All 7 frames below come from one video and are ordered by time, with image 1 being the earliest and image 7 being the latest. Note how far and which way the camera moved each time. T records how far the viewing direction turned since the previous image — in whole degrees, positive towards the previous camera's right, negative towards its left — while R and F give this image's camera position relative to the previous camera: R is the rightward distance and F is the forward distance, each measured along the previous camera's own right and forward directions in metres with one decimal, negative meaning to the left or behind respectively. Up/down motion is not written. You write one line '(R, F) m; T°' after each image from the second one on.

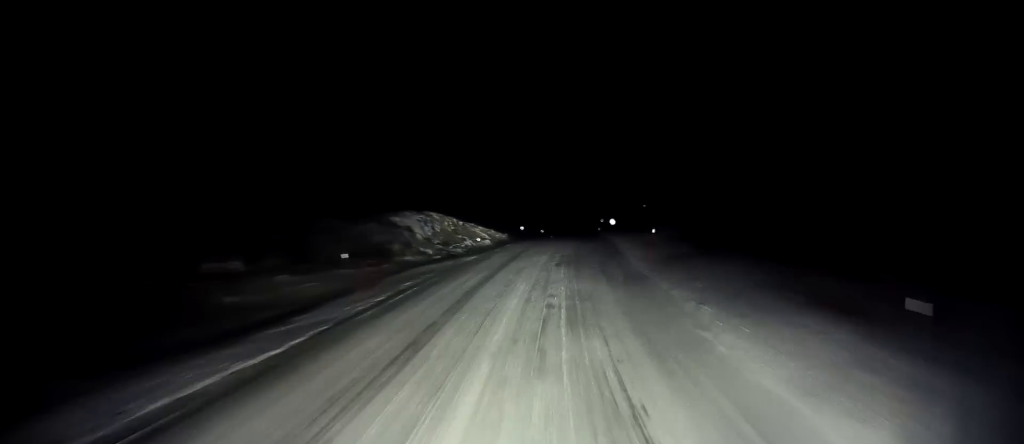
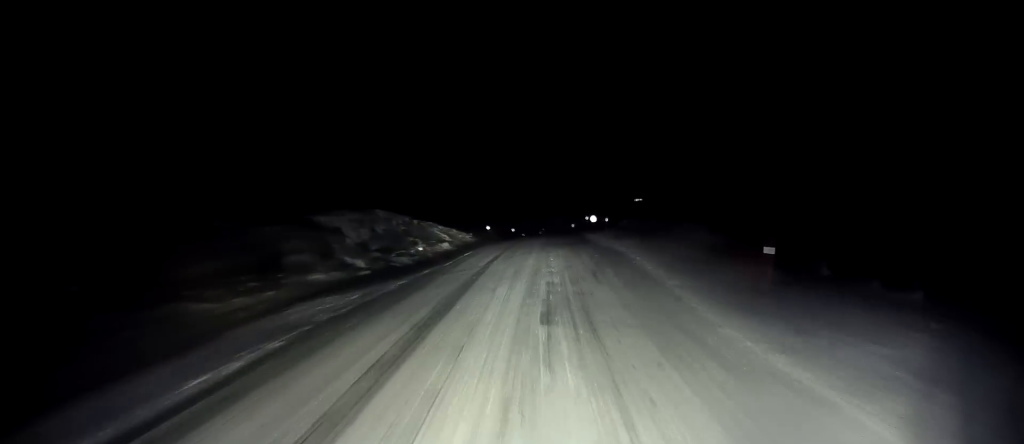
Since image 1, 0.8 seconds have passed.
(+0.4, +12.5) m; +3°
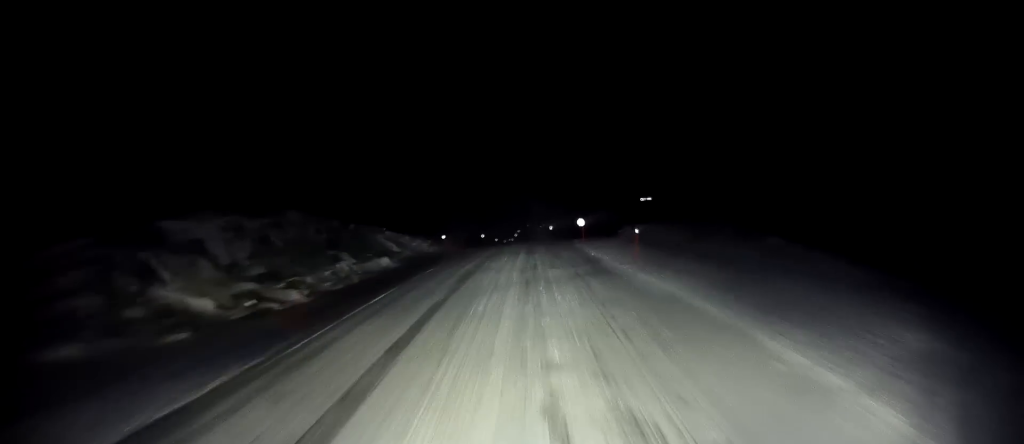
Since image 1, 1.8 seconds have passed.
(+0.4, +15.7) m; +2°
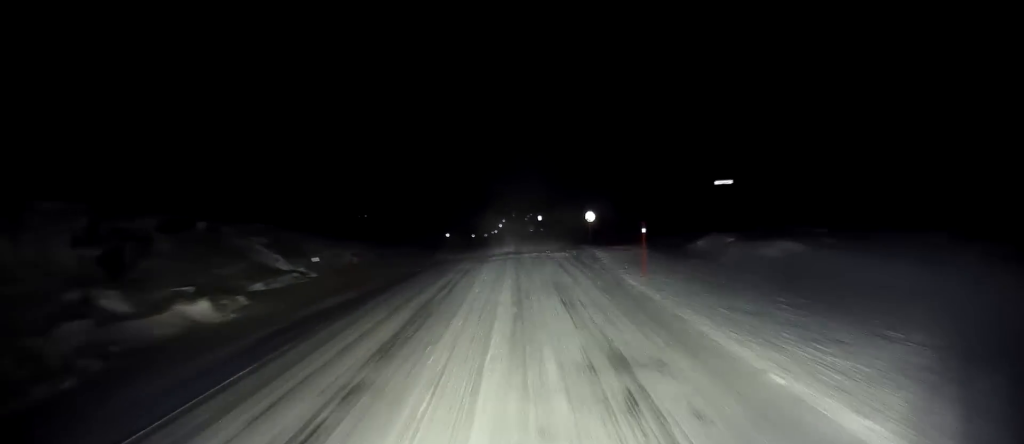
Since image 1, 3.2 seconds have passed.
(+0.2, +21.8) m; +1°
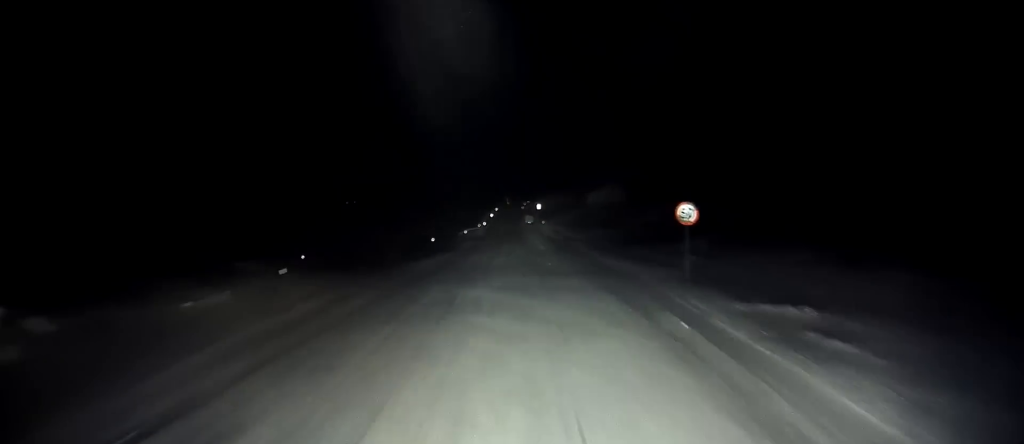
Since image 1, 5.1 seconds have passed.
(-0.1, +31.6) m; 0°
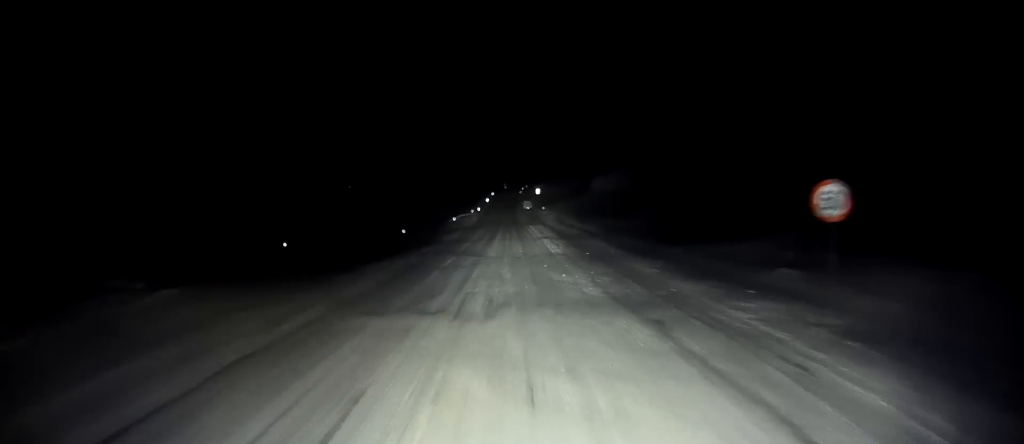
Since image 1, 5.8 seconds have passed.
(0.0, +10.6) m; 0°
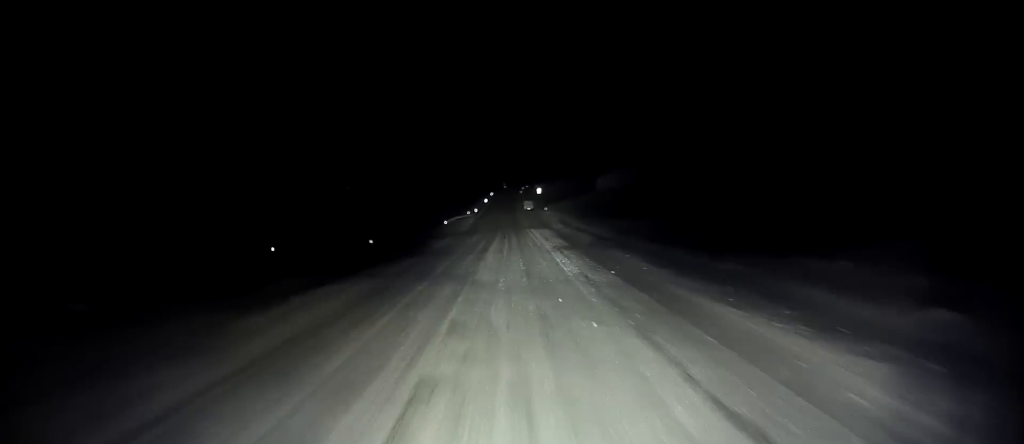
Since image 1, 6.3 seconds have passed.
(0.0, +7.5) m; 0°
